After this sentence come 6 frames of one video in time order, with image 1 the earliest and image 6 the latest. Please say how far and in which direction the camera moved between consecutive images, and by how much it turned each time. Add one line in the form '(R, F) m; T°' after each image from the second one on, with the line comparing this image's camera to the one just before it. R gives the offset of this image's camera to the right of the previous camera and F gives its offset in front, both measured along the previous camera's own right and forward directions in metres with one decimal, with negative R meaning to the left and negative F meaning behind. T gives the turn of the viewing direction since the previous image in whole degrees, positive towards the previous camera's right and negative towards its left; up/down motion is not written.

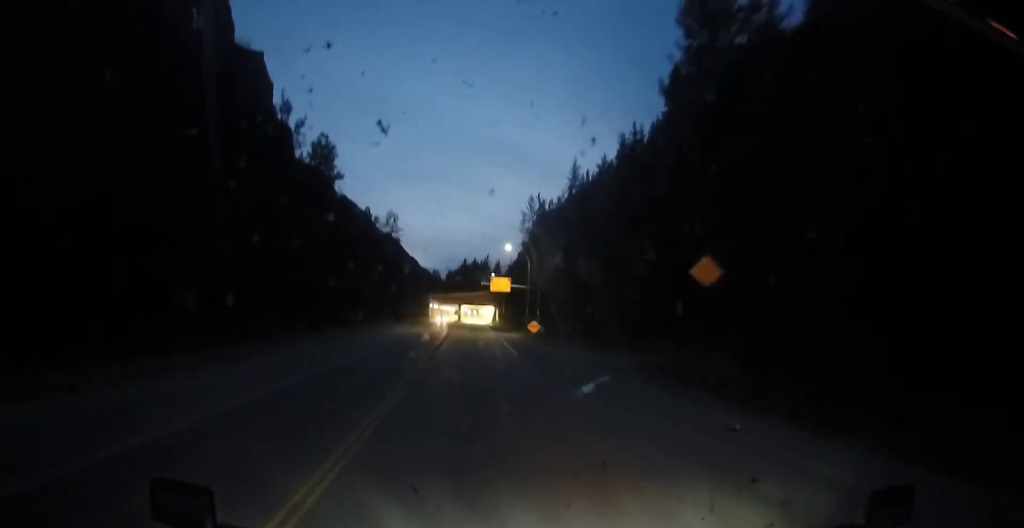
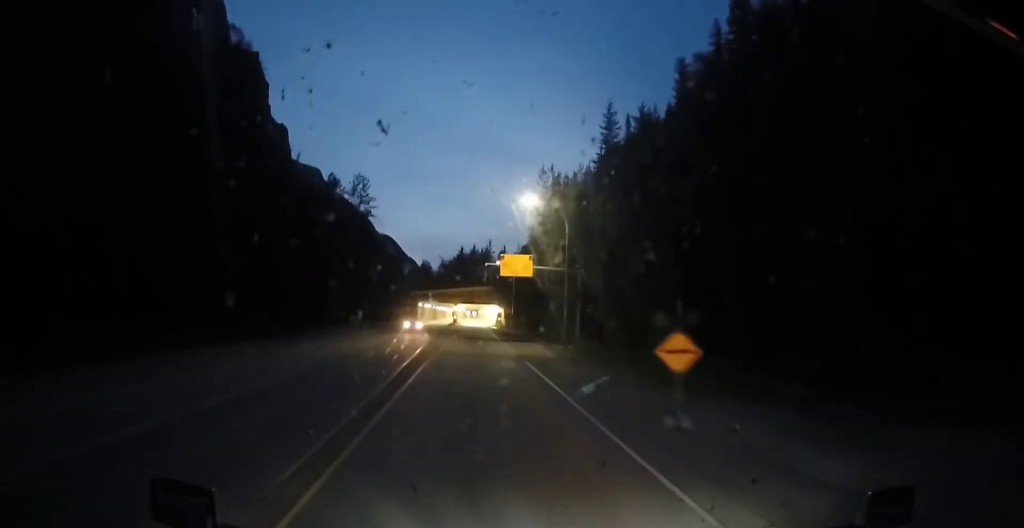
(-0.6, +31.9) m; -2°
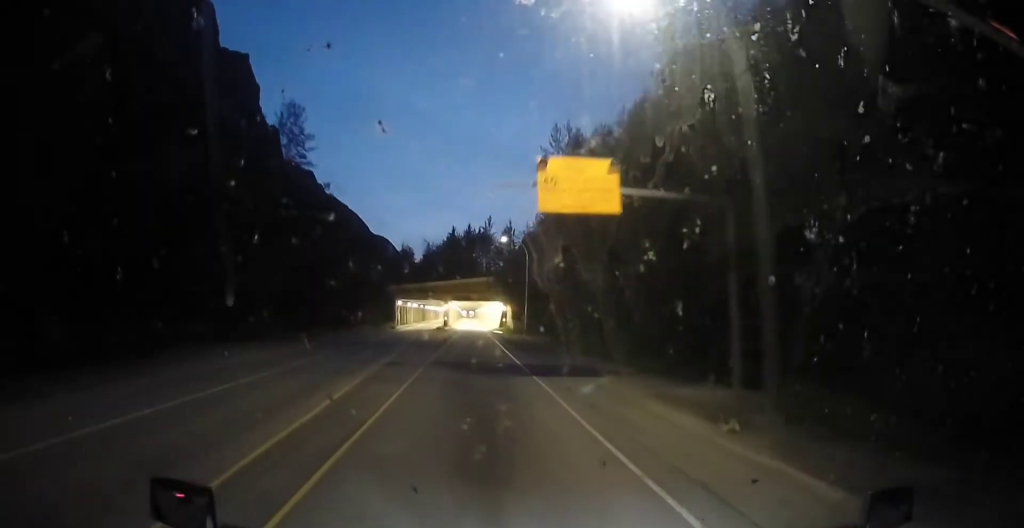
(0.0, +31.4) m; -2°
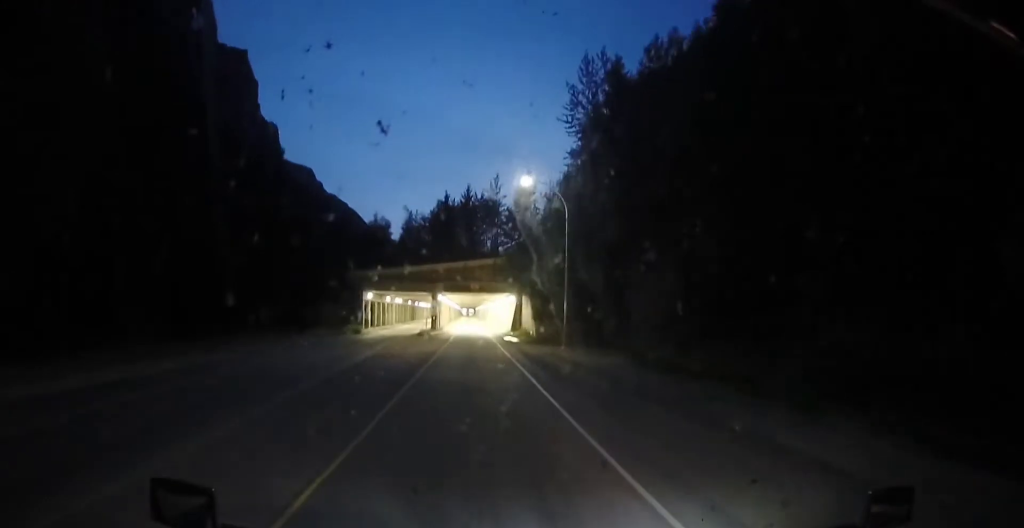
(-1.2, +29.3) m; -2°
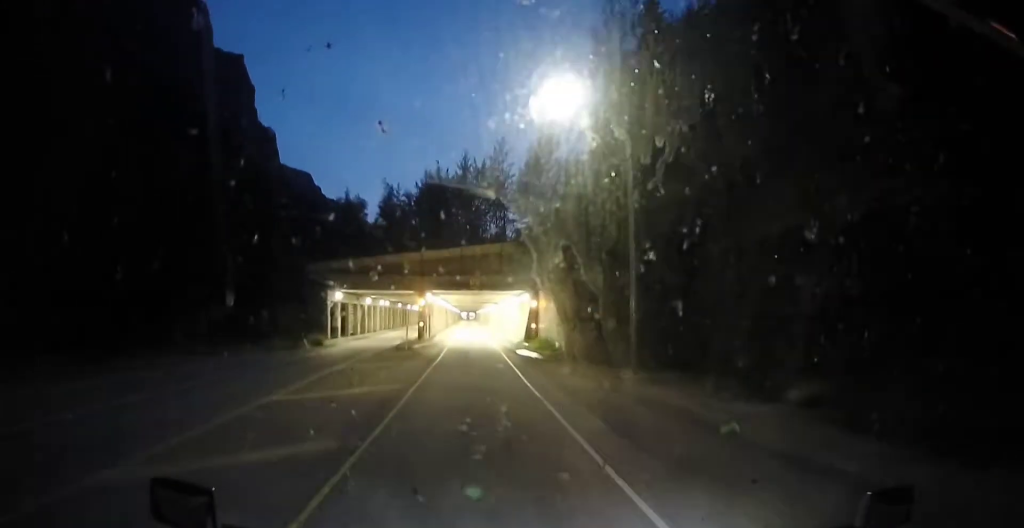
(+0.4, +16.8) m; +2°
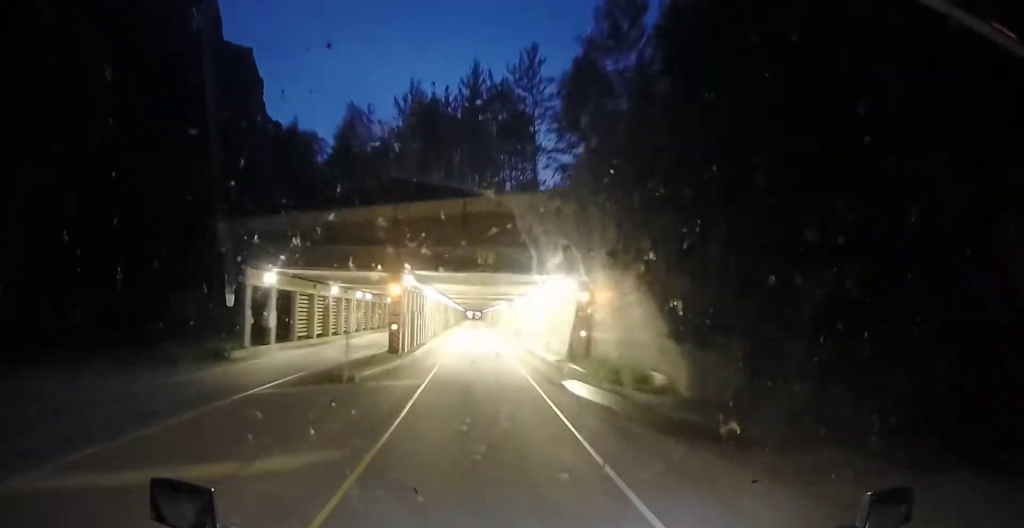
(+0.5, +20.6) m; +1°
